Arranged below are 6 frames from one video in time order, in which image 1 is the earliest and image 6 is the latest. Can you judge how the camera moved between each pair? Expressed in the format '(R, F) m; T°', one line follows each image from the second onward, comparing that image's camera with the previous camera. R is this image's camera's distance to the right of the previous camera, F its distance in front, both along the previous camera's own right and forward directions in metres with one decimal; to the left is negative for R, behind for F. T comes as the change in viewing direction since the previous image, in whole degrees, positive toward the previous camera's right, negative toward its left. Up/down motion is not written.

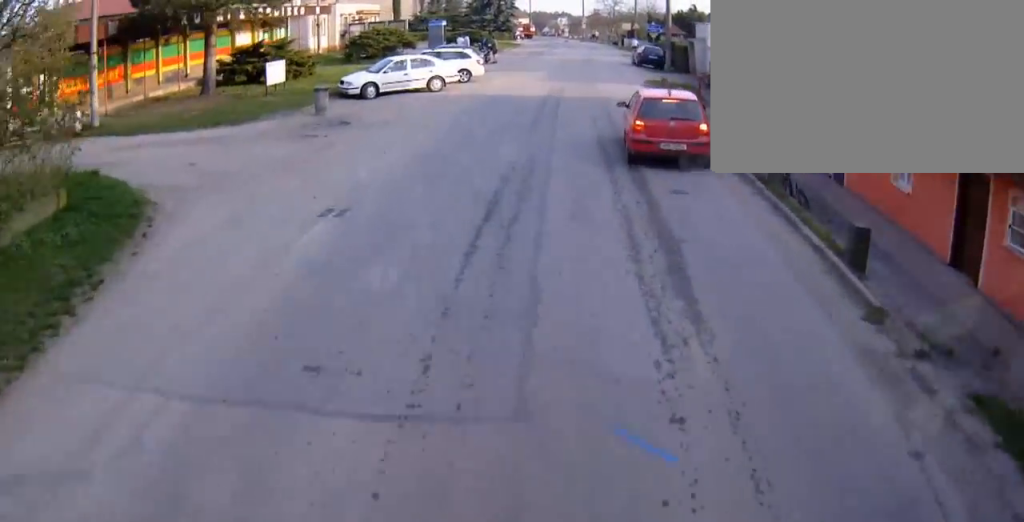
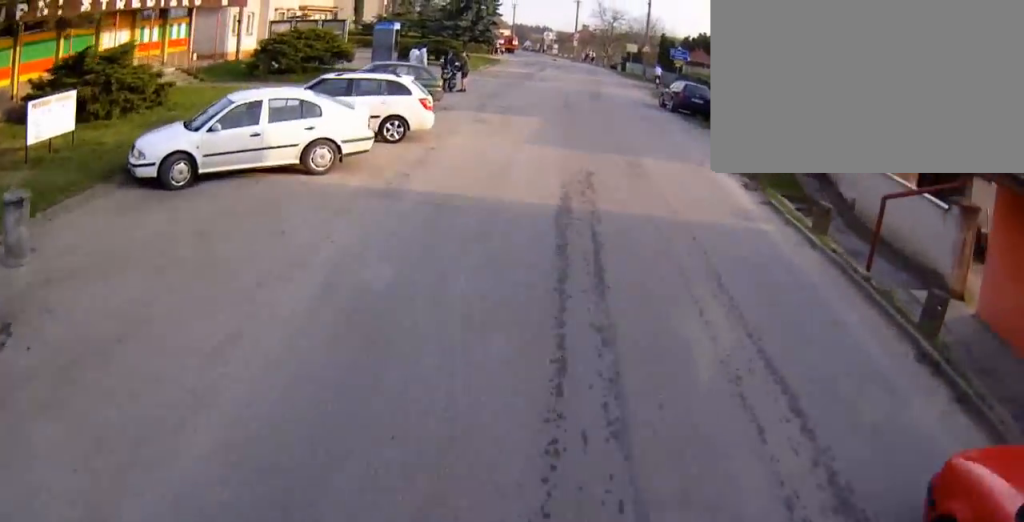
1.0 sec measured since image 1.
(+0.5, +14.4) m; +4°
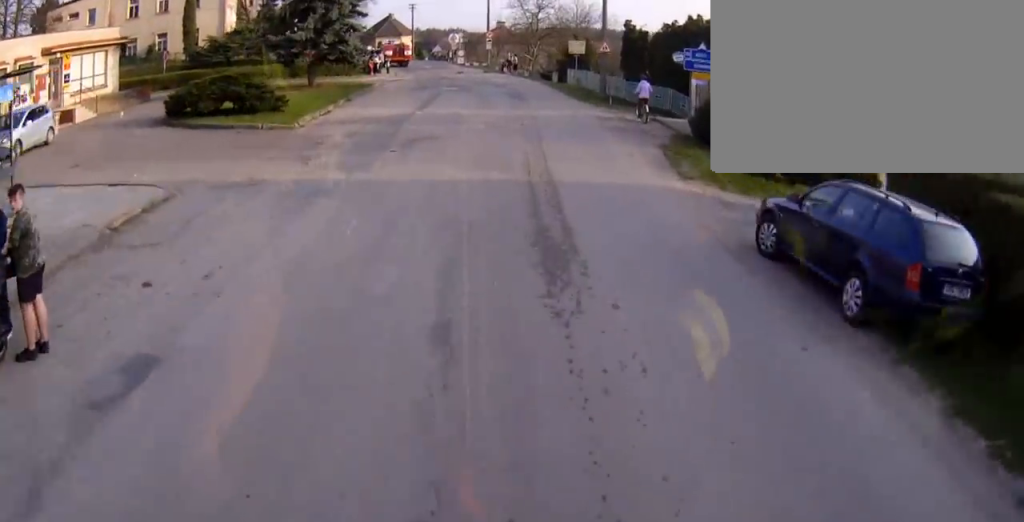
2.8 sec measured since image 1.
(+1.2, +23.5) m; +5°
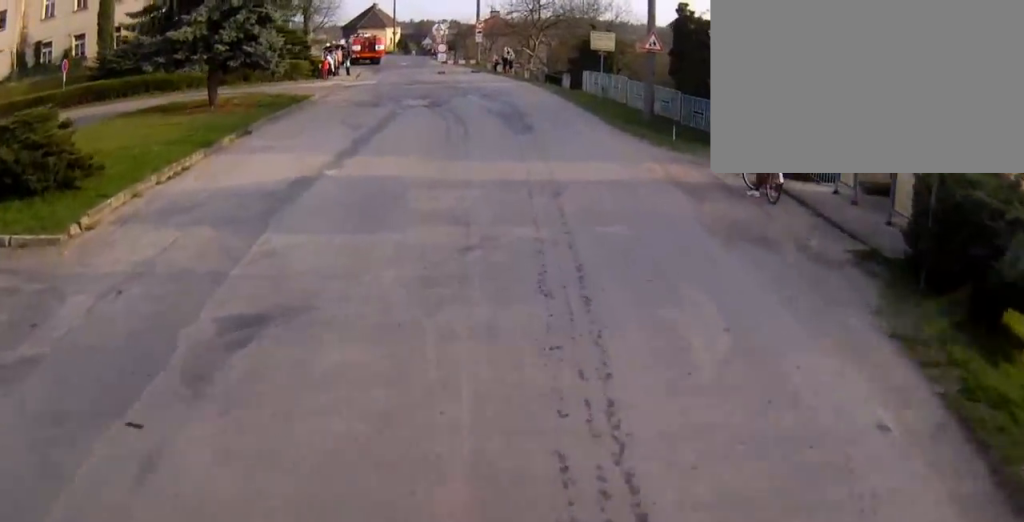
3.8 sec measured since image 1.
(+0.1, +12.4) m; +1°
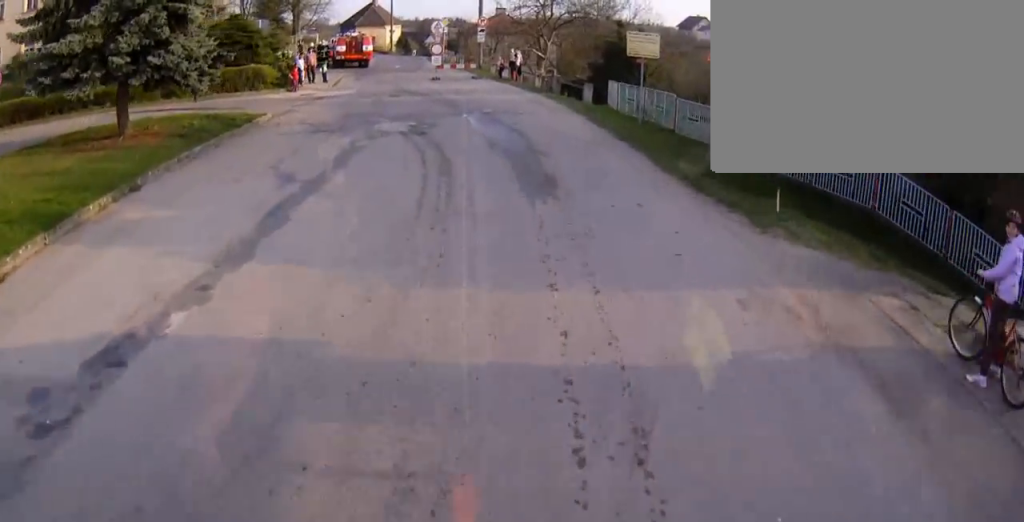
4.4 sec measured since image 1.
(0.0, +6.8) m; +1°
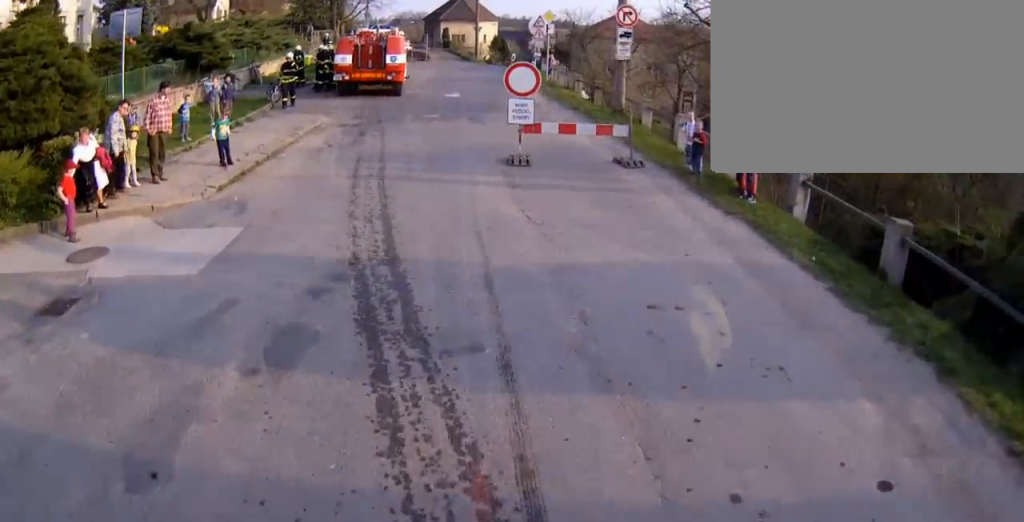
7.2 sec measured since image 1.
(-0.7, +23.7) m; -15°
